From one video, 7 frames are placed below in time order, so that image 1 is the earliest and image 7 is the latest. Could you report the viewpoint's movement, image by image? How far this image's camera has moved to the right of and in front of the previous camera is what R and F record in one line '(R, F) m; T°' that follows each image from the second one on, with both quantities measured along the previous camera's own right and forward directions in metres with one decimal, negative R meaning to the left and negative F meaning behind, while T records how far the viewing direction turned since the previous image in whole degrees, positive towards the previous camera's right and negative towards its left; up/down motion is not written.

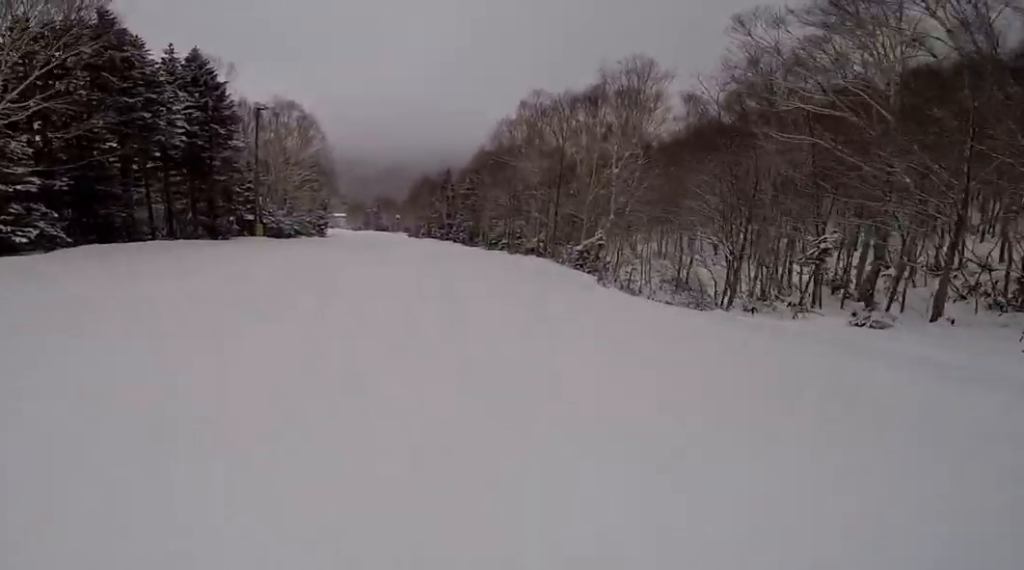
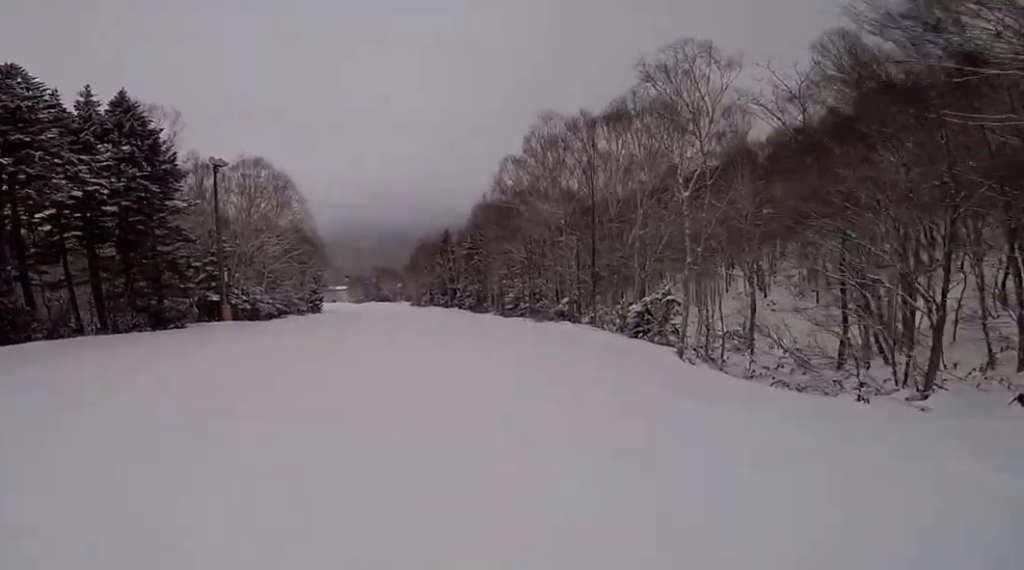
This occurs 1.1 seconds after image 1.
(+0.3, +7.9) m; -1°
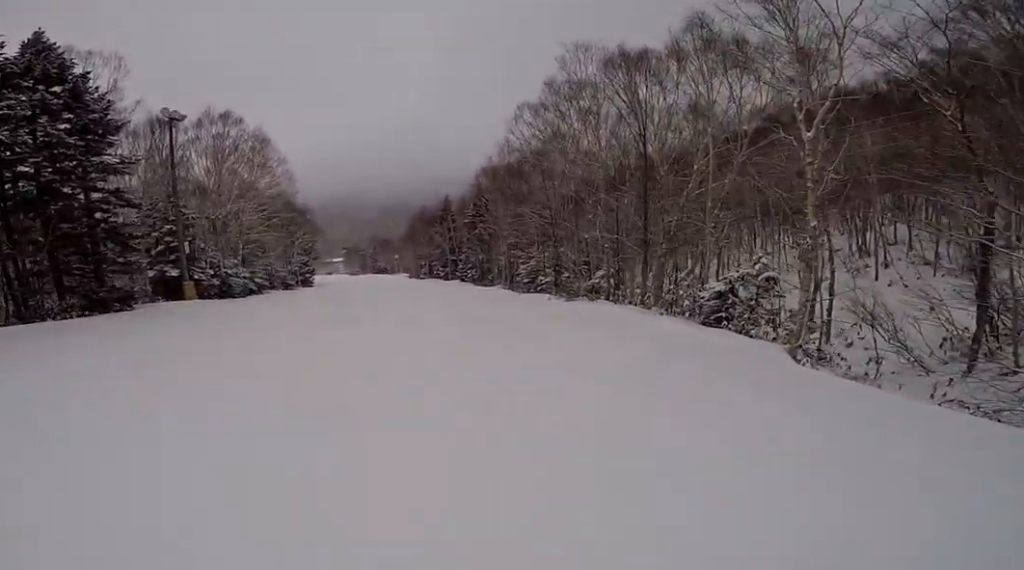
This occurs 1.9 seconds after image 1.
(-0.3, +5.5) m; -3°
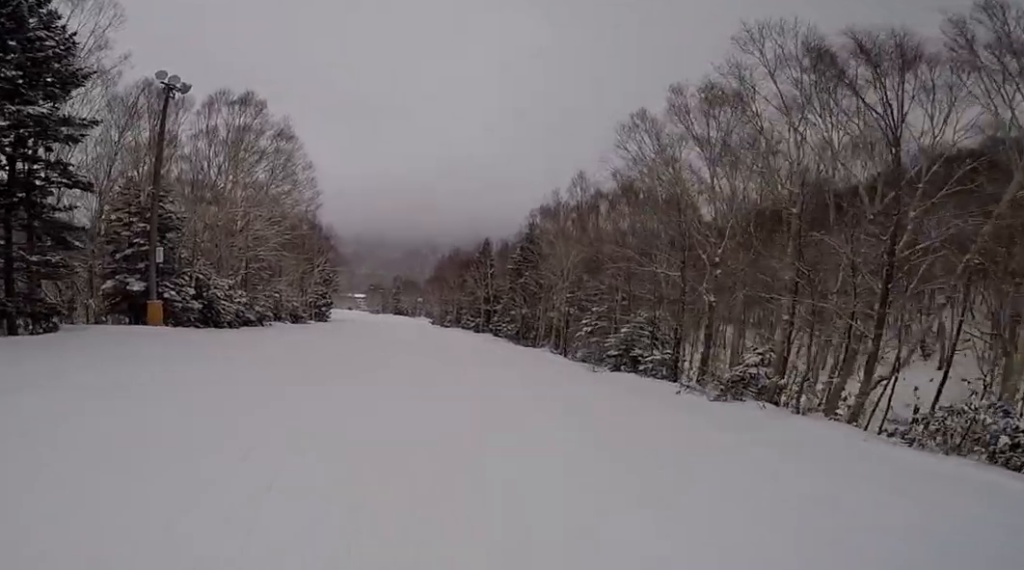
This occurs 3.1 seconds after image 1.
(-0.1, +8.6) m; +3°
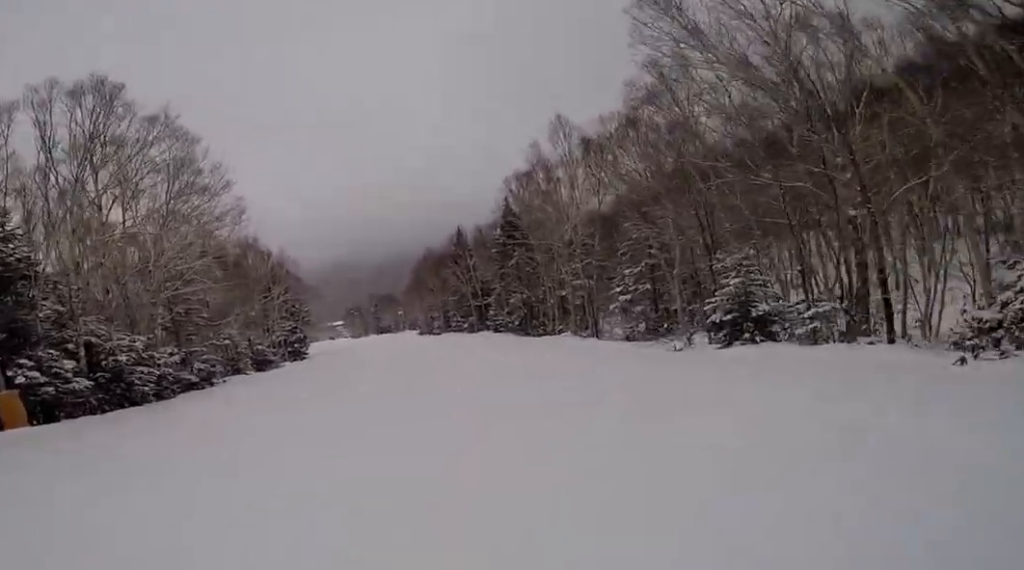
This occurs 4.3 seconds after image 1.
(+0.3, +8.8) m; -1°
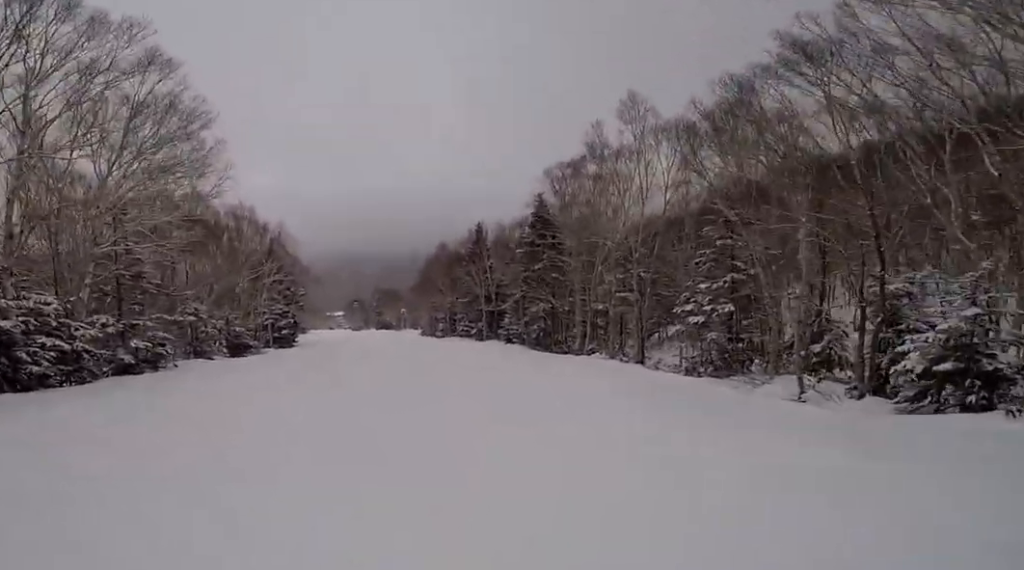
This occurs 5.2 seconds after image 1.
(-0.3, +6.2) m; -4°
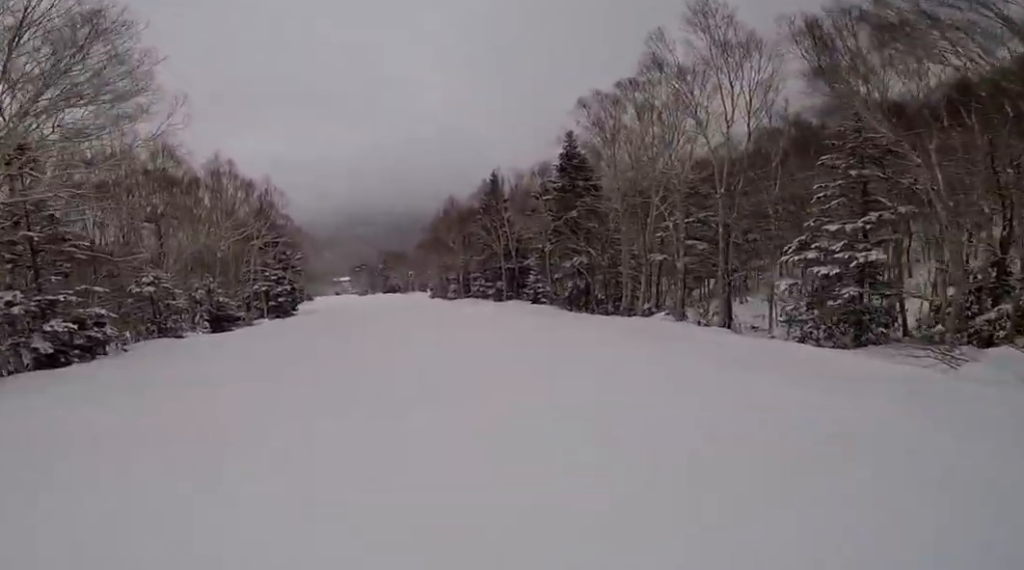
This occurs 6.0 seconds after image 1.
(-0.1, +5.9) m; -4°
